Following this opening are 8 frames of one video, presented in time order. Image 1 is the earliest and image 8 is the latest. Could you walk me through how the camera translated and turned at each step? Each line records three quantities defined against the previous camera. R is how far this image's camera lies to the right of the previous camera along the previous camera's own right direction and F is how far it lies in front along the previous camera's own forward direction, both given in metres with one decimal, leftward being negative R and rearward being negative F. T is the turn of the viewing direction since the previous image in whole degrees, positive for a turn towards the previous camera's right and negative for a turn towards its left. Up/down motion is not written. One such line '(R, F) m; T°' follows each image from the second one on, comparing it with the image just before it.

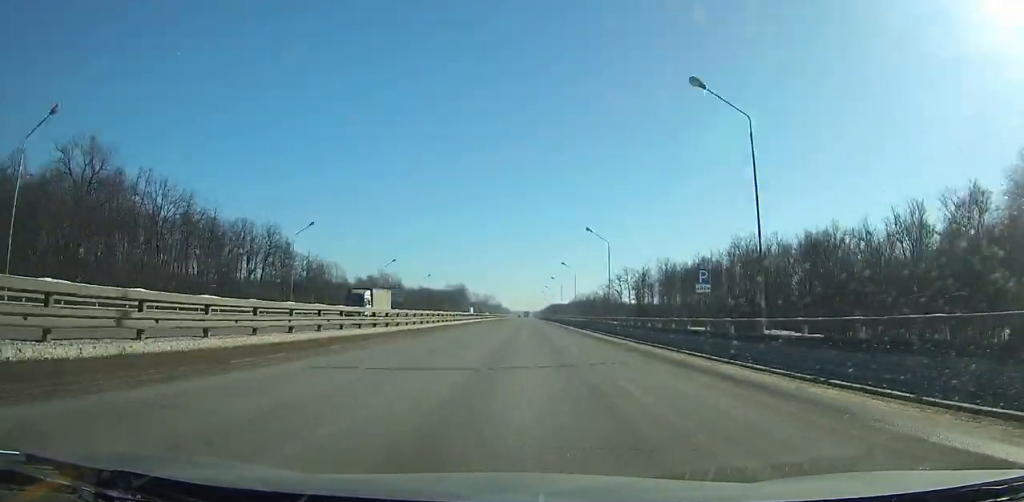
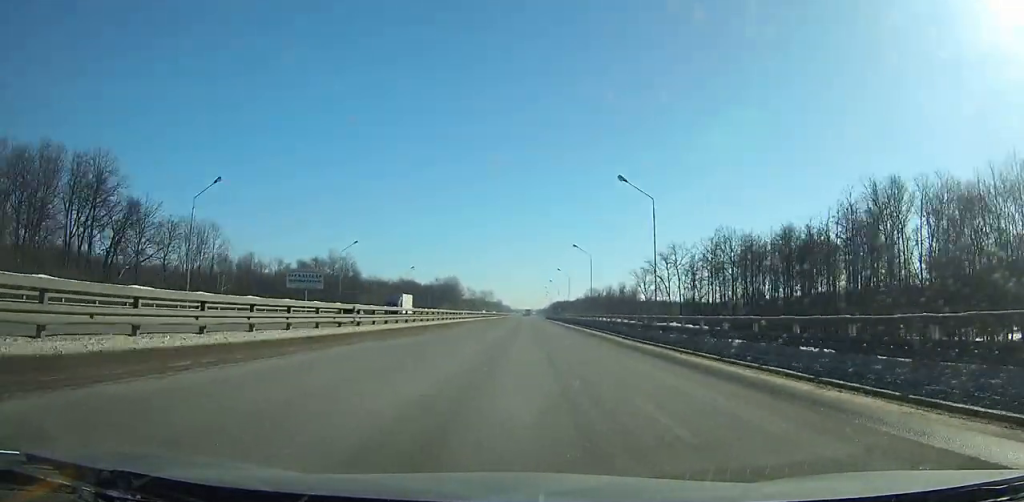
(-0.2, +63.4) m; 0°
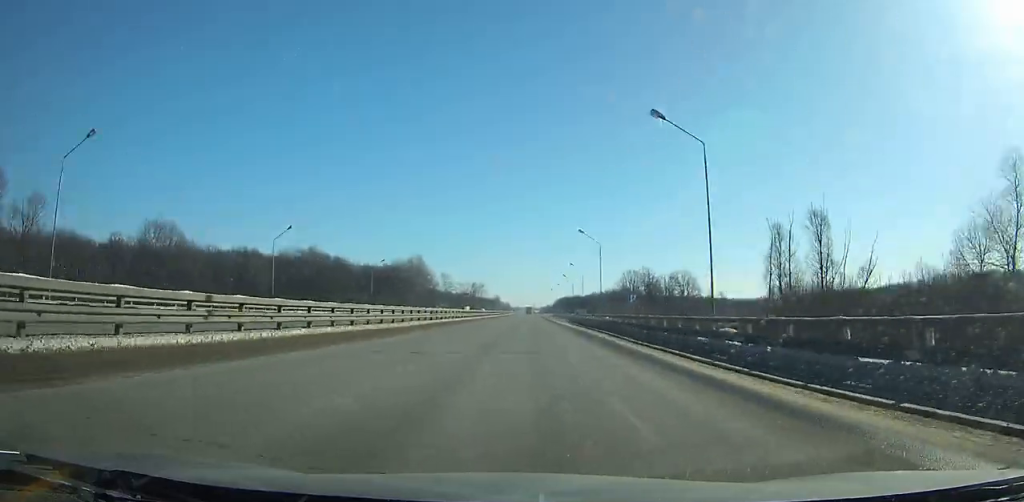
(0.0, +131.8) m; 0°
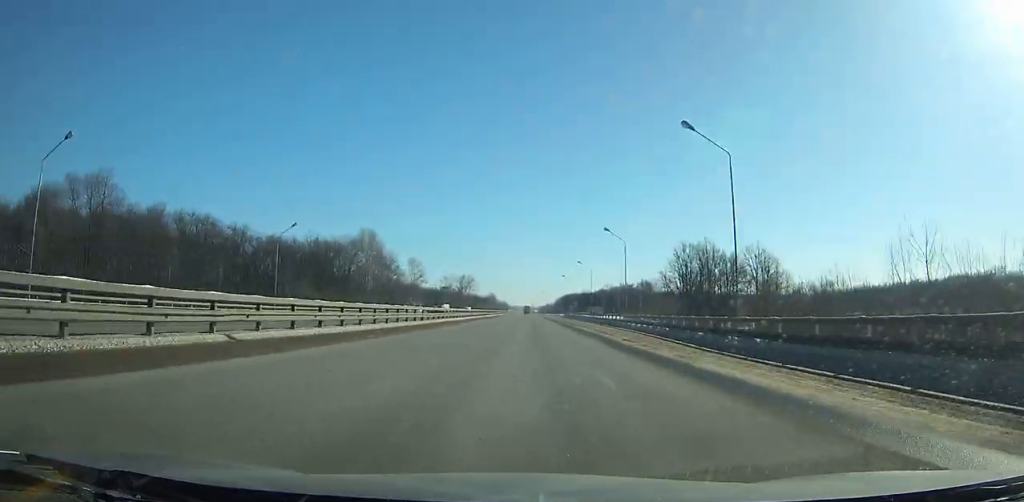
(-0.7, +78.5) m; -1°
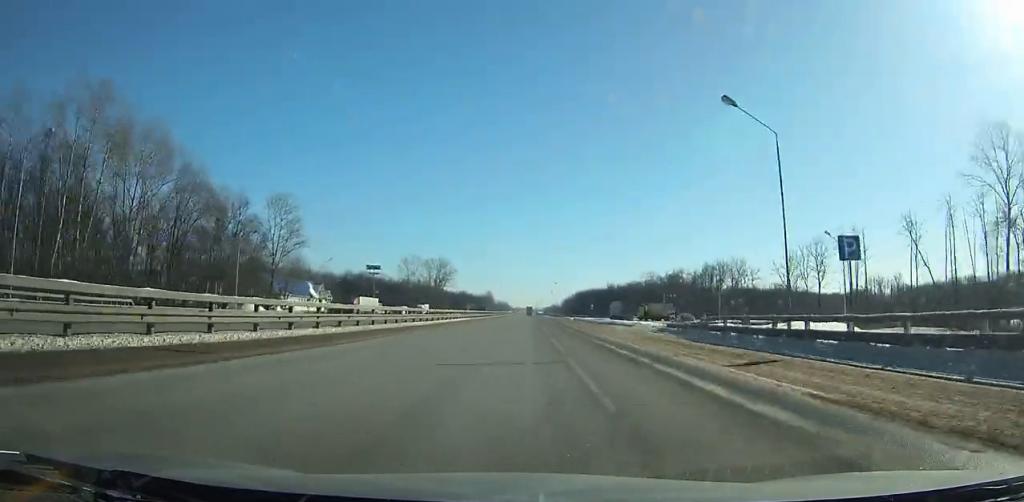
(-0.3, +121.7) m; 0°
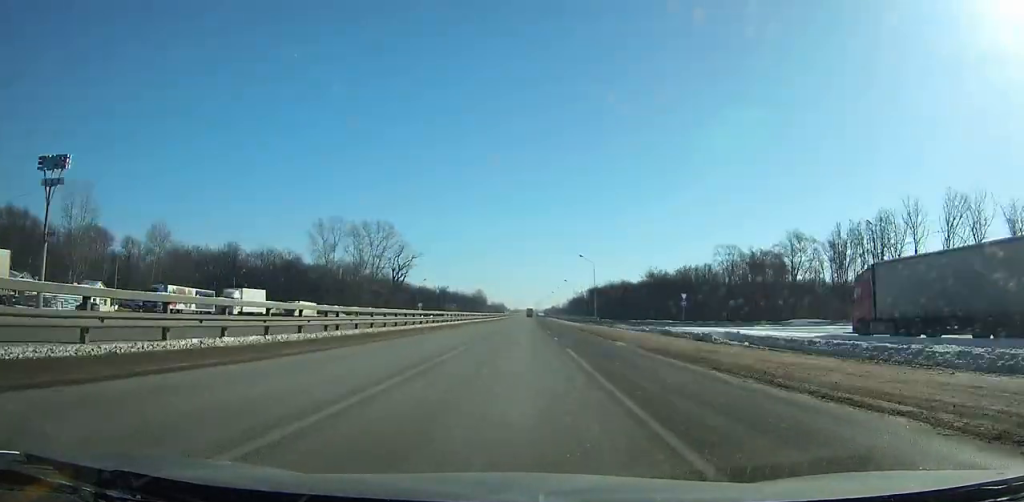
(+0.4, +101.2) m; 0°
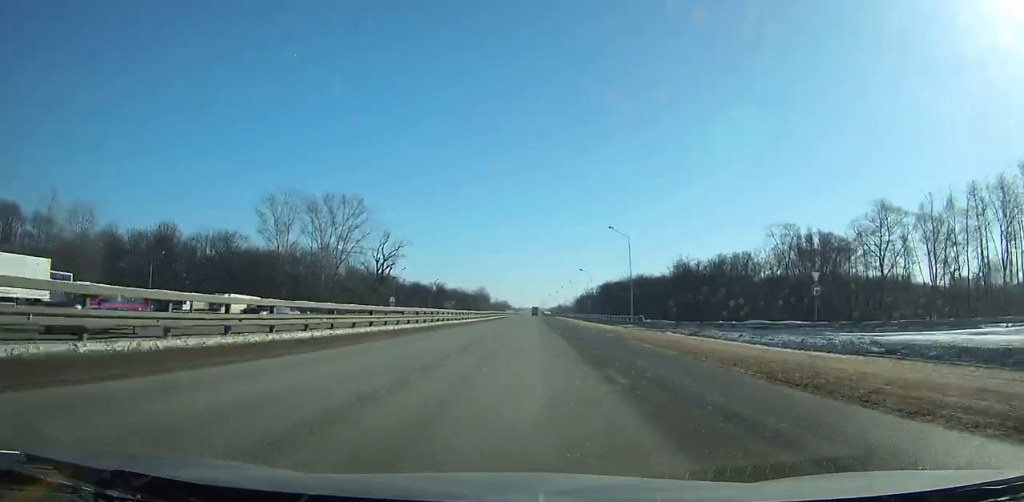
(0.0, +31.6) m; 0°
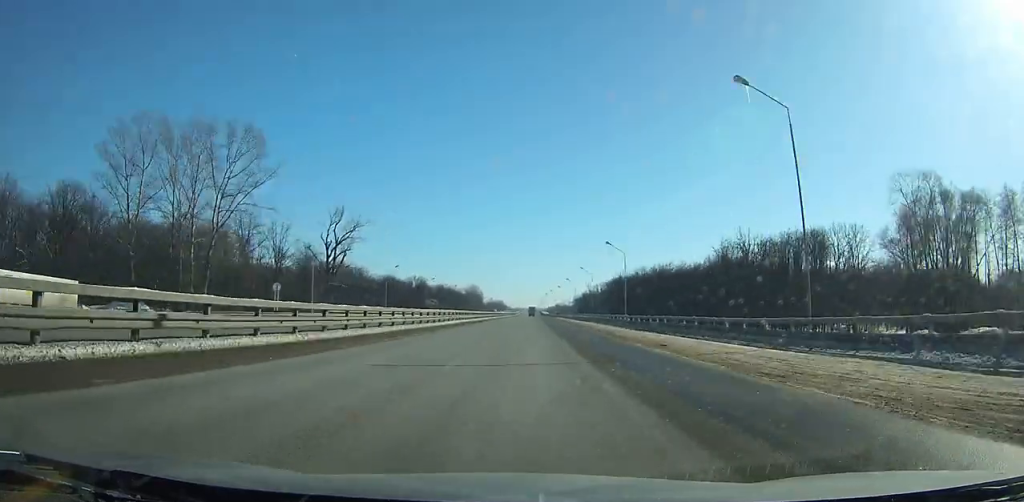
(-0.2, +46.1) m; 0°
